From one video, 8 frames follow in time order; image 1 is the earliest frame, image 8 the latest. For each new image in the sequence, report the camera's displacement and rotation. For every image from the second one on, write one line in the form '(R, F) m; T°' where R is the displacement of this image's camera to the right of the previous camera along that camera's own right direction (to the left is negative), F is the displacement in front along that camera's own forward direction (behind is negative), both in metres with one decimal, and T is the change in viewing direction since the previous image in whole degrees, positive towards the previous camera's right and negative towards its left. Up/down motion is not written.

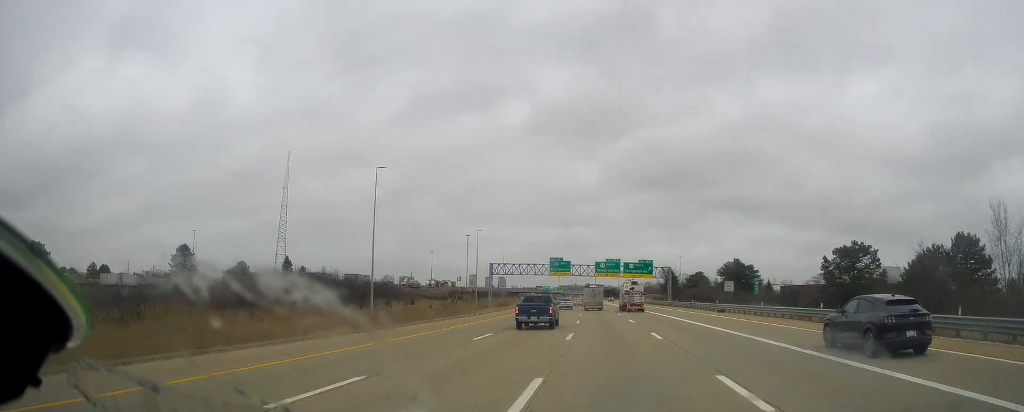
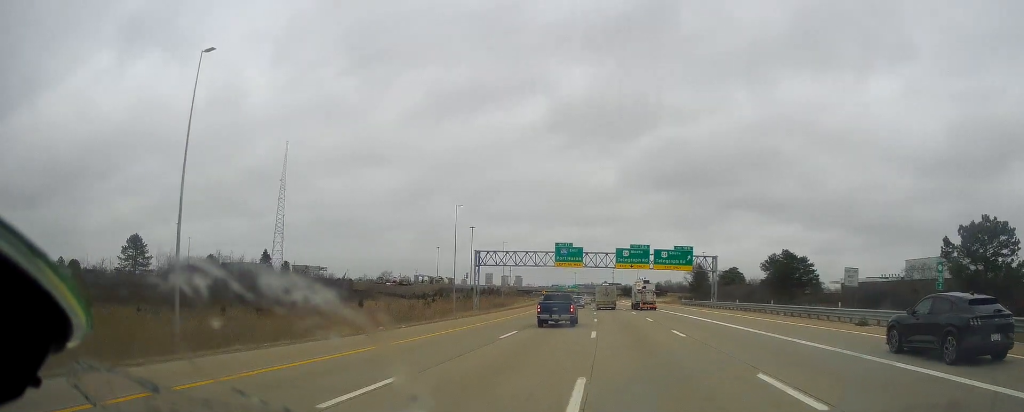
(-0.1, +30.2) m; -1°
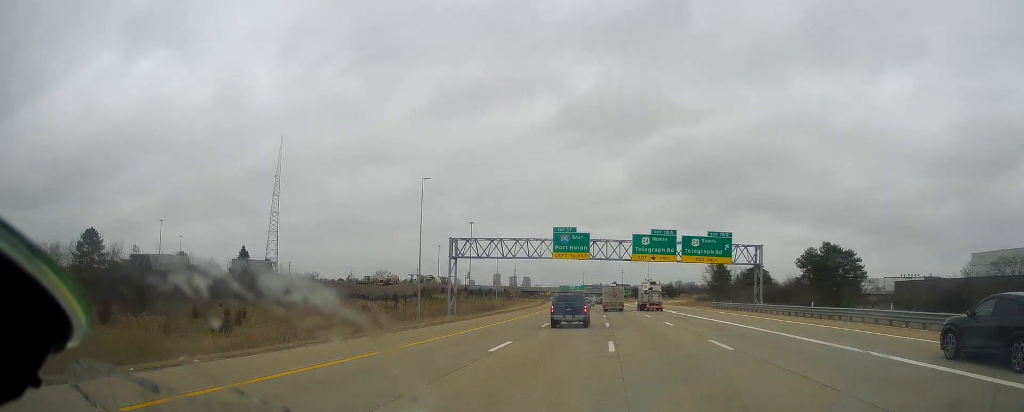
(-0.4, +20.7) m; -2°
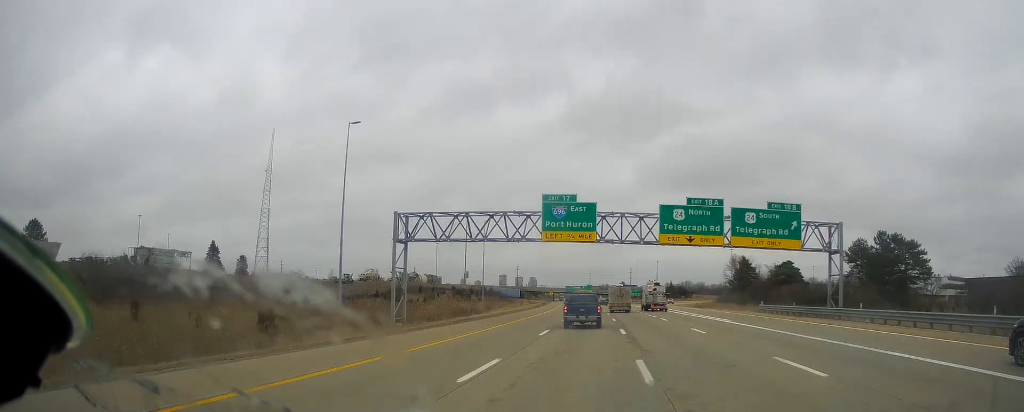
(-0.3, +21.9) m; -1°
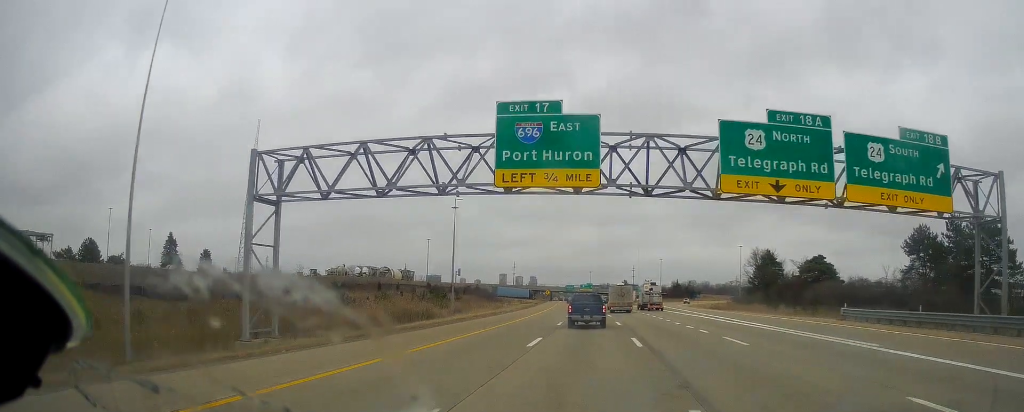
(-0.5, +21.9) m; 0°
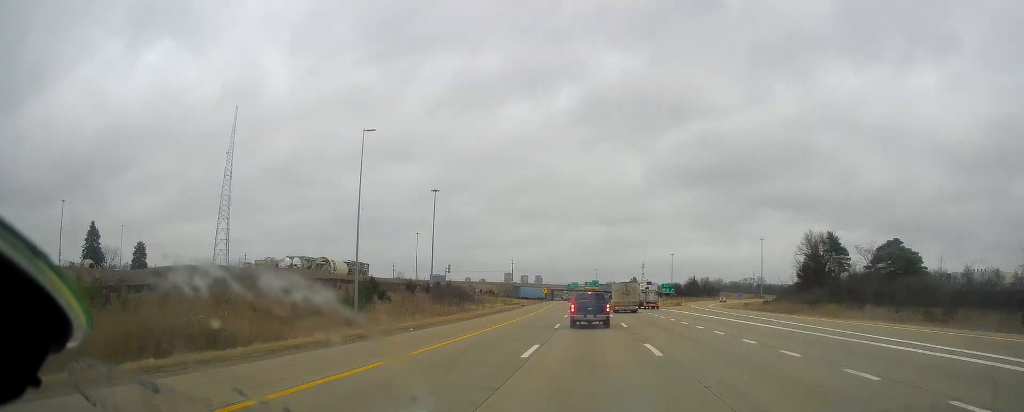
(+0.6, +34.2) m; +1°
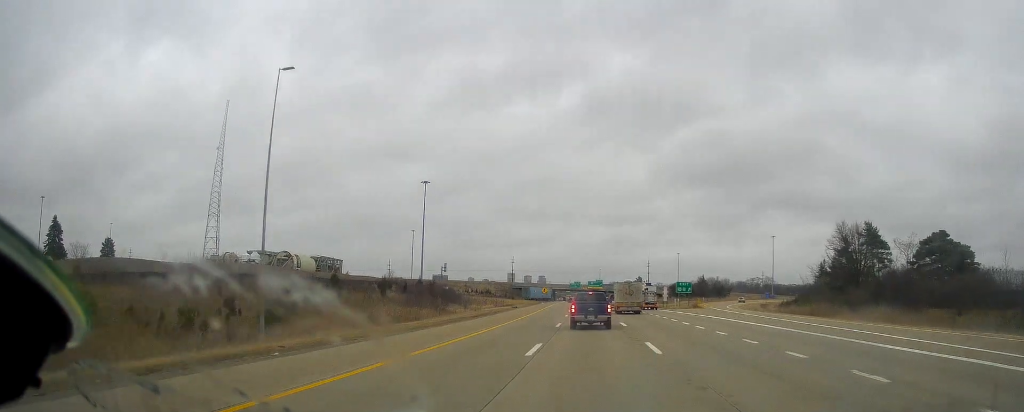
(0.0, +14.3) m; -1°
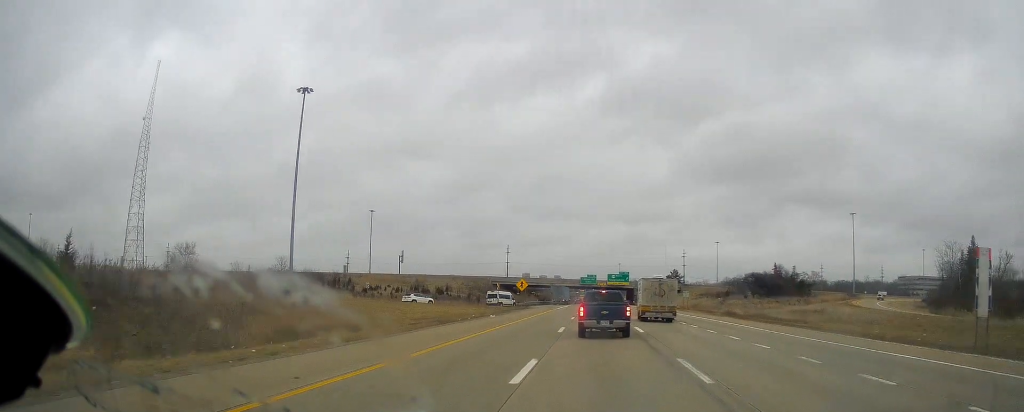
(-2.8, +83.2) m; -3°
